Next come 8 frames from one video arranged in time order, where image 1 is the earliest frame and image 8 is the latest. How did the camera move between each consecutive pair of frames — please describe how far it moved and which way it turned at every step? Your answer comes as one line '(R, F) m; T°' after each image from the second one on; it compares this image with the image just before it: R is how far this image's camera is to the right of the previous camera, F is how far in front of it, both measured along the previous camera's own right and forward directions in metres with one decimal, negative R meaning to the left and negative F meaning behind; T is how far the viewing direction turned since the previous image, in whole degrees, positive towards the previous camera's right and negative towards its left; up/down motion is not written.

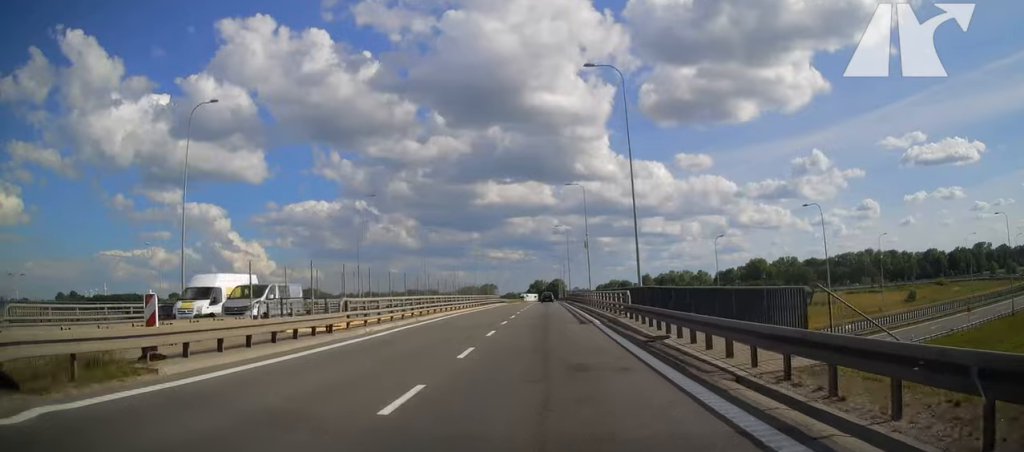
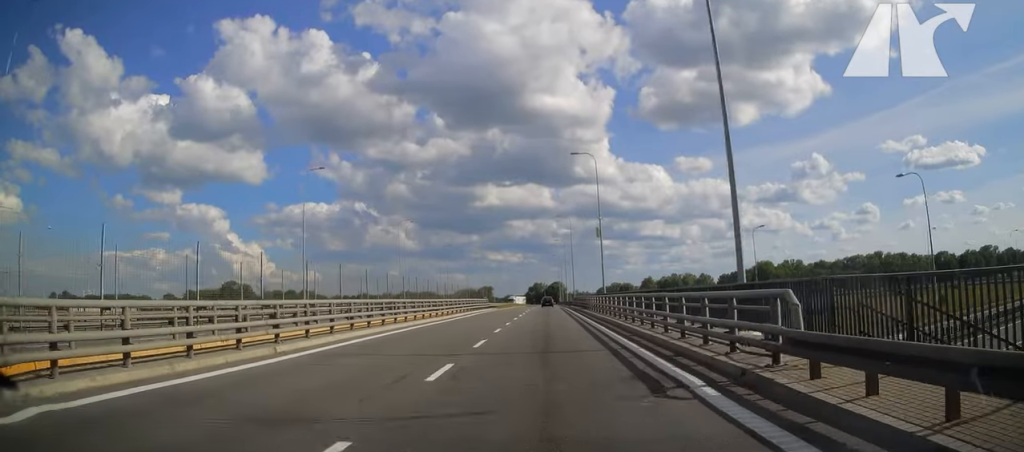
(0.0, +15.6) m; 0°
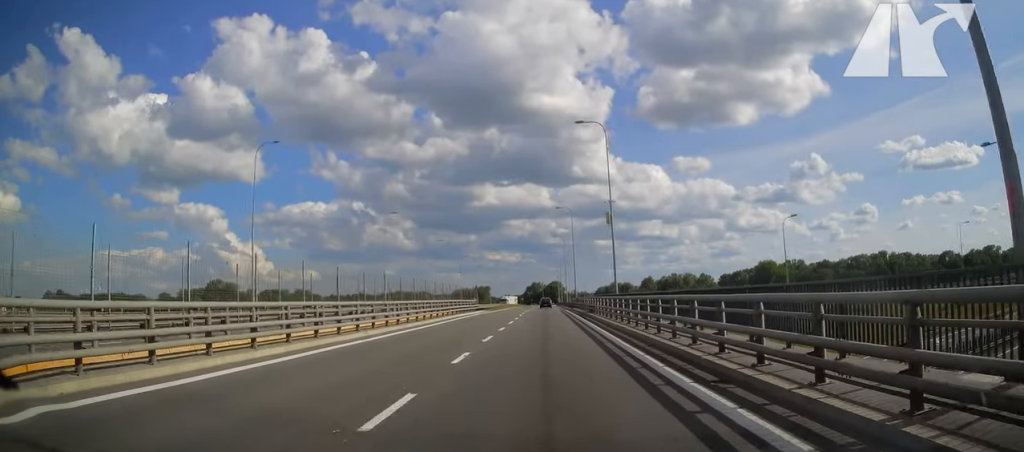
(0.0, +9.2) m; 0°
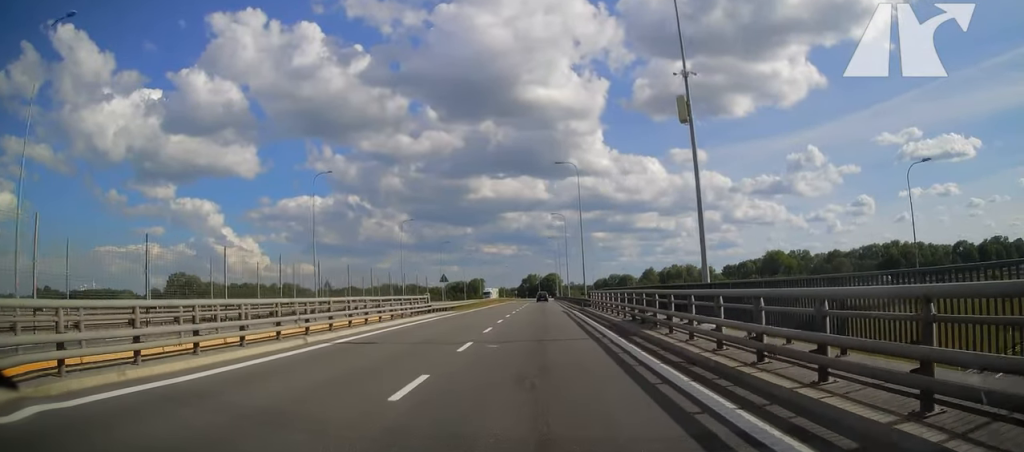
(0.0, +22.3) m; 0°
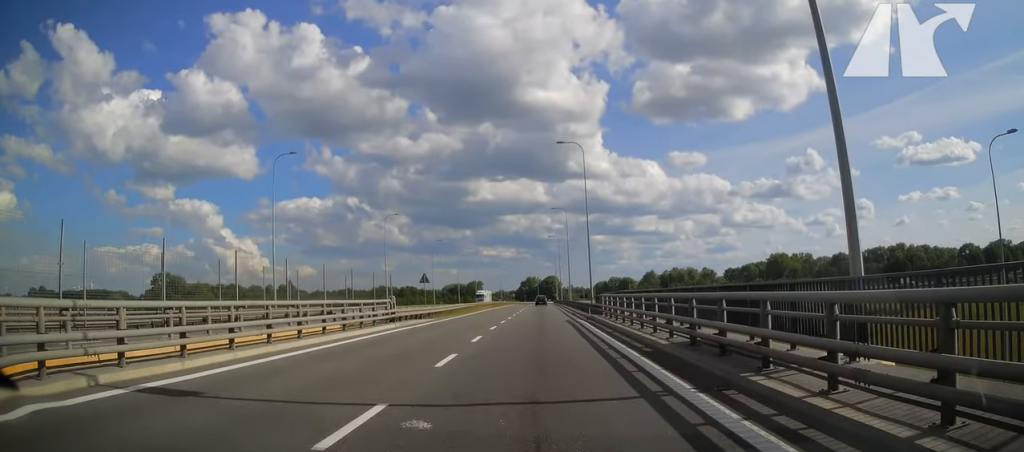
(0.0, +8.4) m; 0°
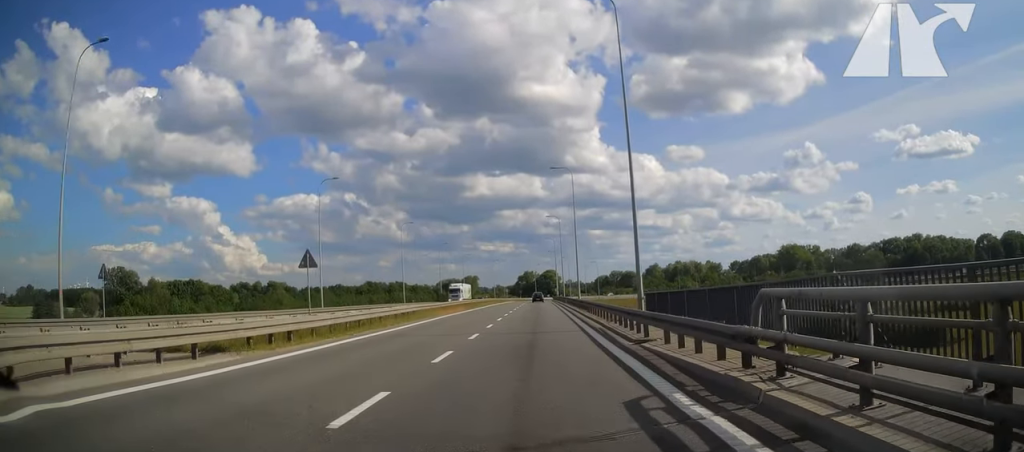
(+0.1, +22.8) m; 0°
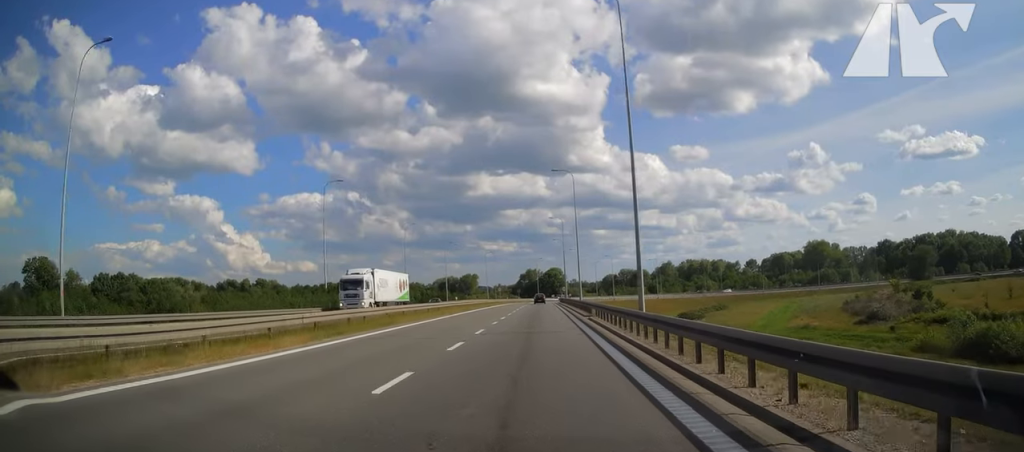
(-0.1, +33.7) m; 0°
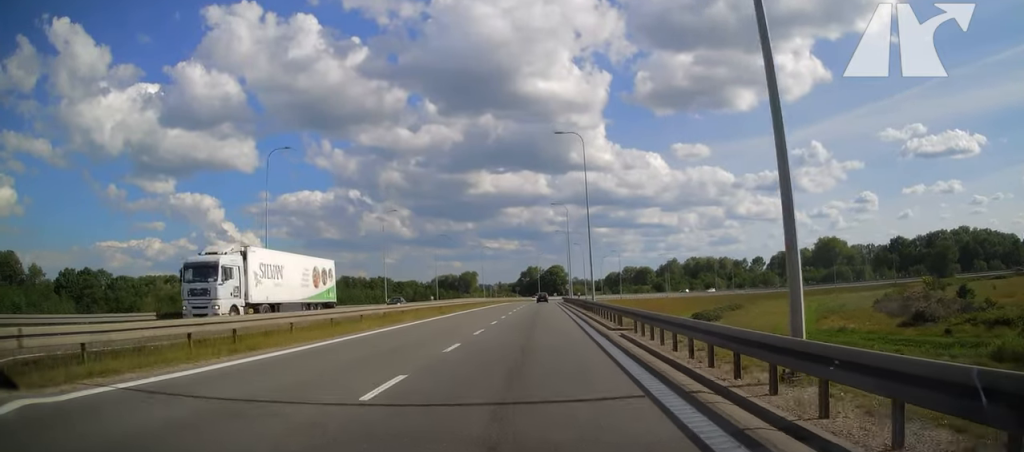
(0.0, +12.7) m; 0°
